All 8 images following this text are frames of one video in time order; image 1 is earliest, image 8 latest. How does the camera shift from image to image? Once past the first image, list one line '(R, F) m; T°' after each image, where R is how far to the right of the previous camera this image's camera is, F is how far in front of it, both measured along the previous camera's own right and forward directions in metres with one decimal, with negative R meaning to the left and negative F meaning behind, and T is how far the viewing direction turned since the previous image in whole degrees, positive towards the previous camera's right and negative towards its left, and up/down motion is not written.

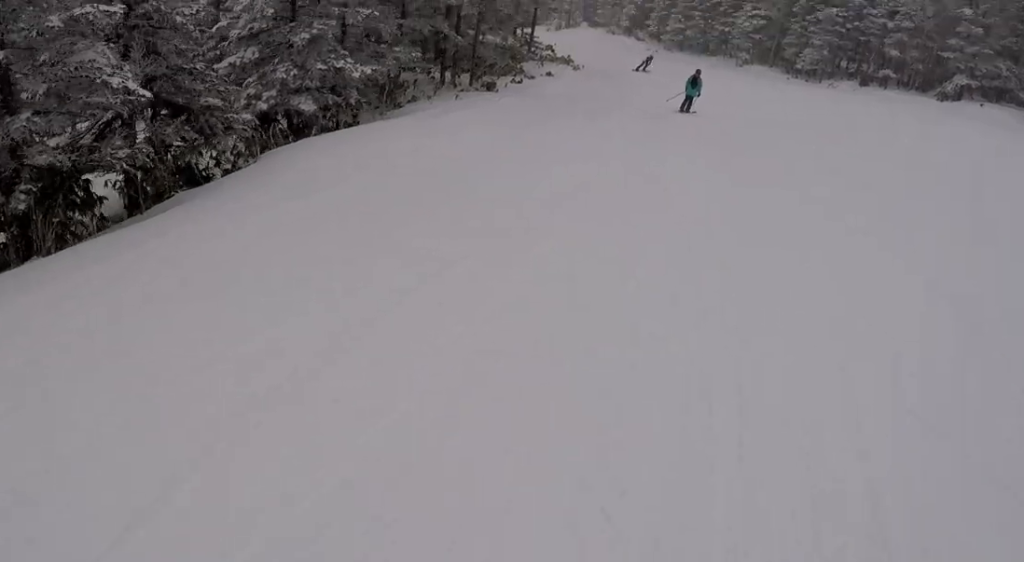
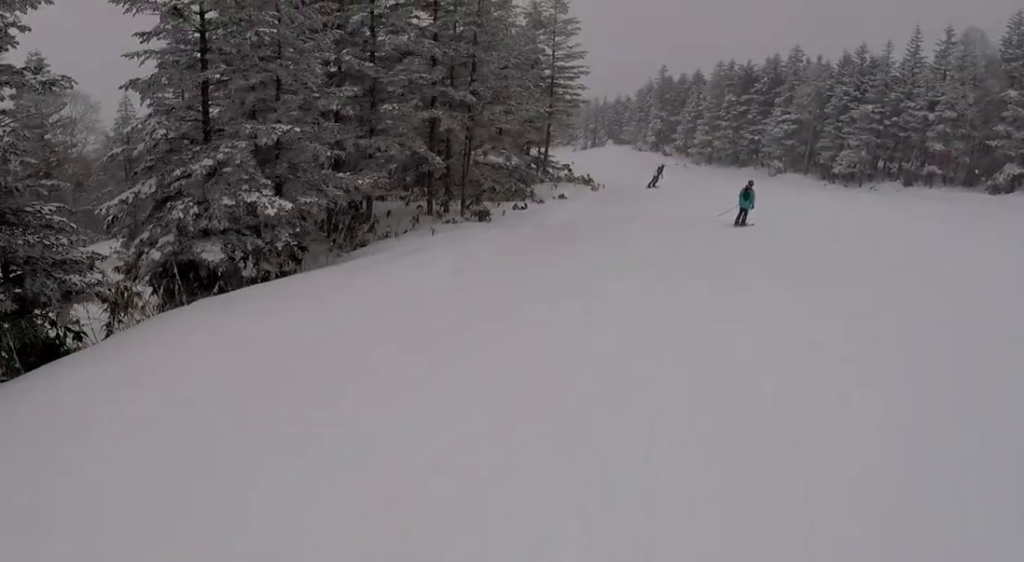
(-0.7, +4.3) m; +4°
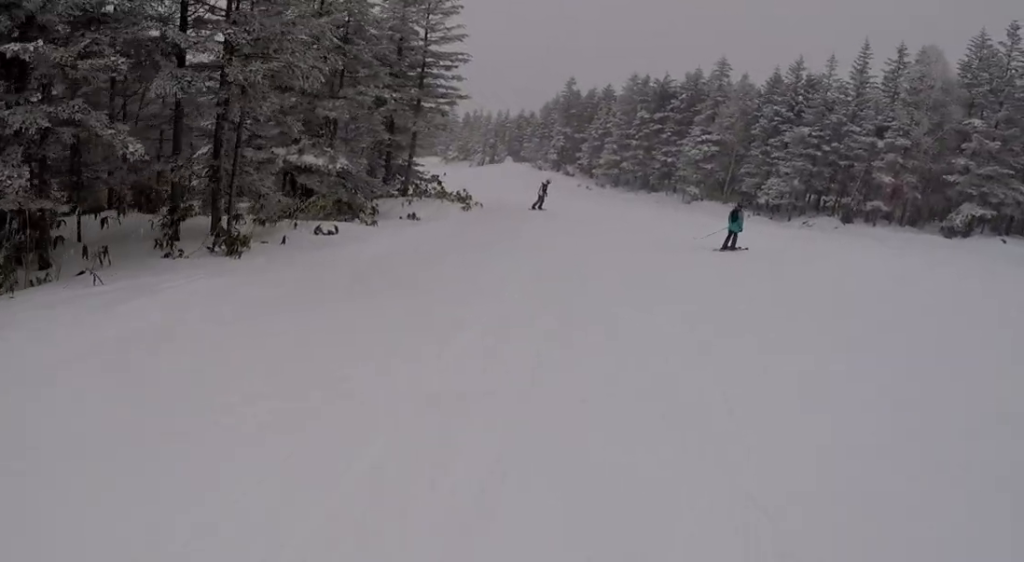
(+1.7, +7.8) m; +10°
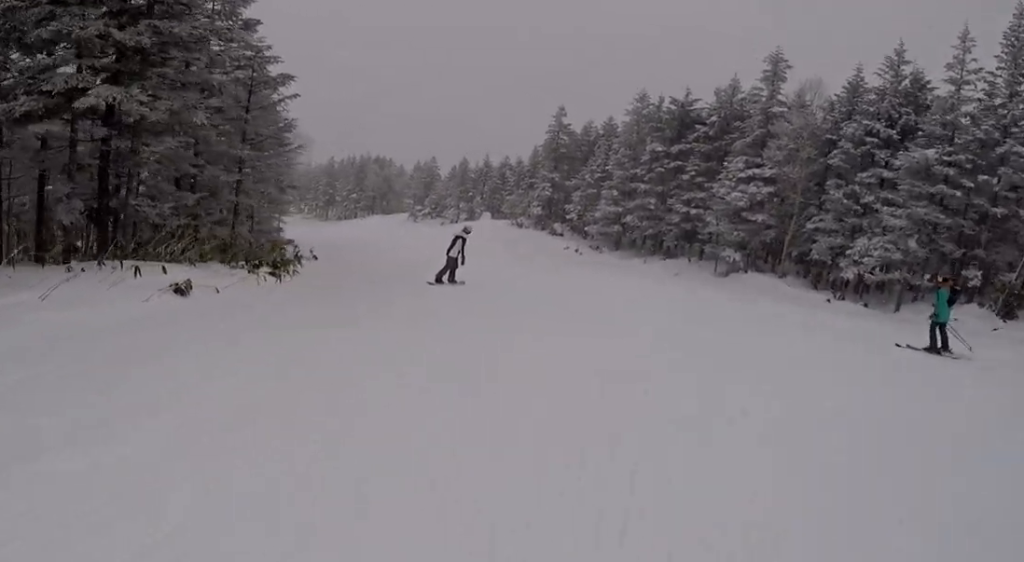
(-3.7, +15.6) m; -16°
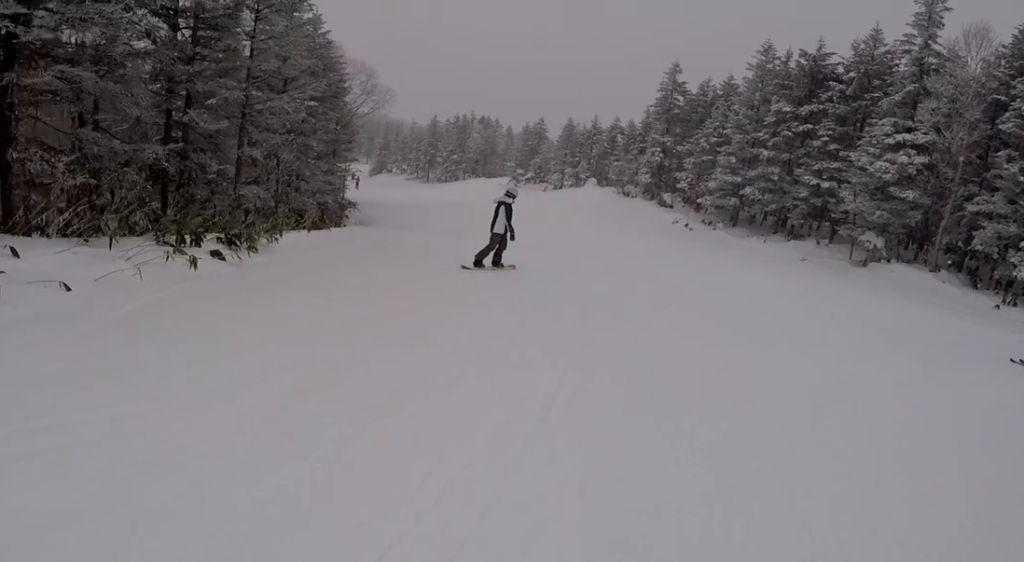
(+0.7, +5.0) m; 0°
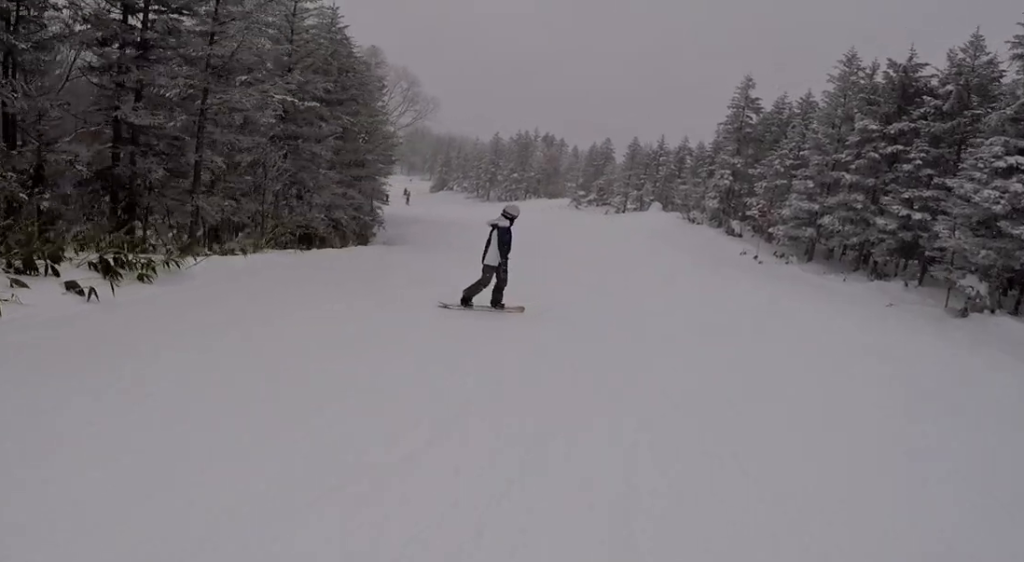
(-0.5, +3.9) m; -4°
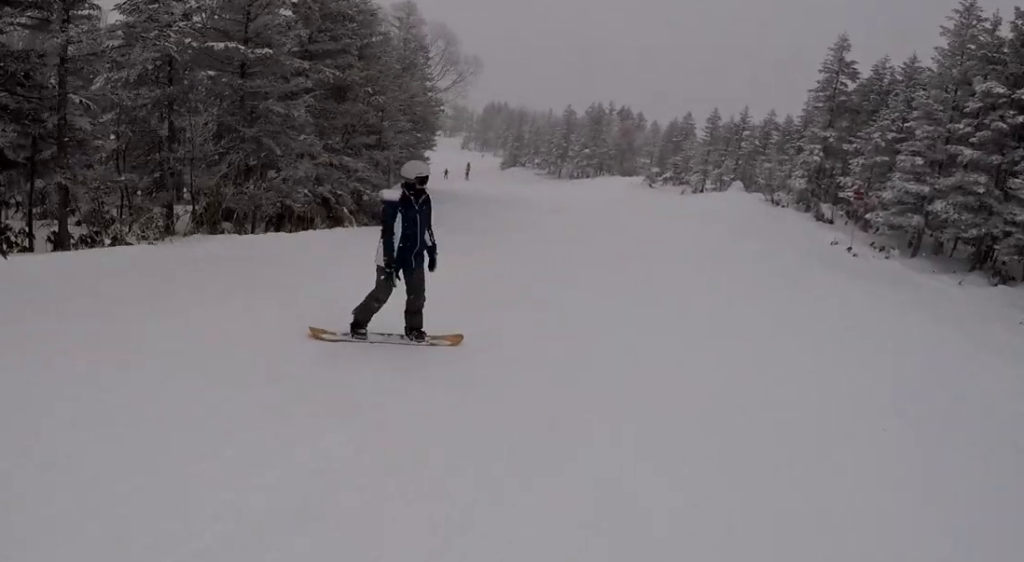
(-0.3, +5.4) m; -8°
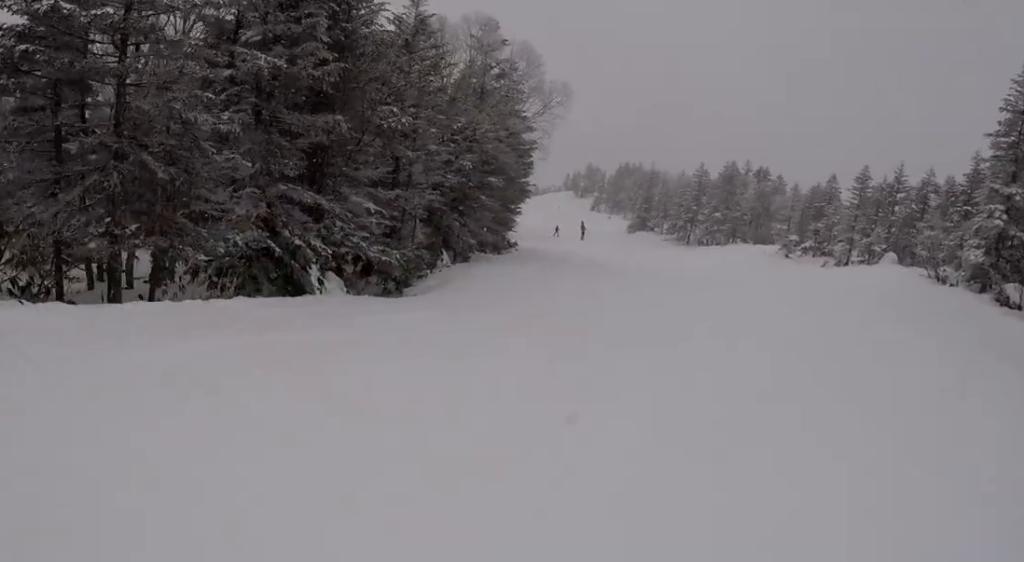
(-1.1, +7.8) m; -18°
